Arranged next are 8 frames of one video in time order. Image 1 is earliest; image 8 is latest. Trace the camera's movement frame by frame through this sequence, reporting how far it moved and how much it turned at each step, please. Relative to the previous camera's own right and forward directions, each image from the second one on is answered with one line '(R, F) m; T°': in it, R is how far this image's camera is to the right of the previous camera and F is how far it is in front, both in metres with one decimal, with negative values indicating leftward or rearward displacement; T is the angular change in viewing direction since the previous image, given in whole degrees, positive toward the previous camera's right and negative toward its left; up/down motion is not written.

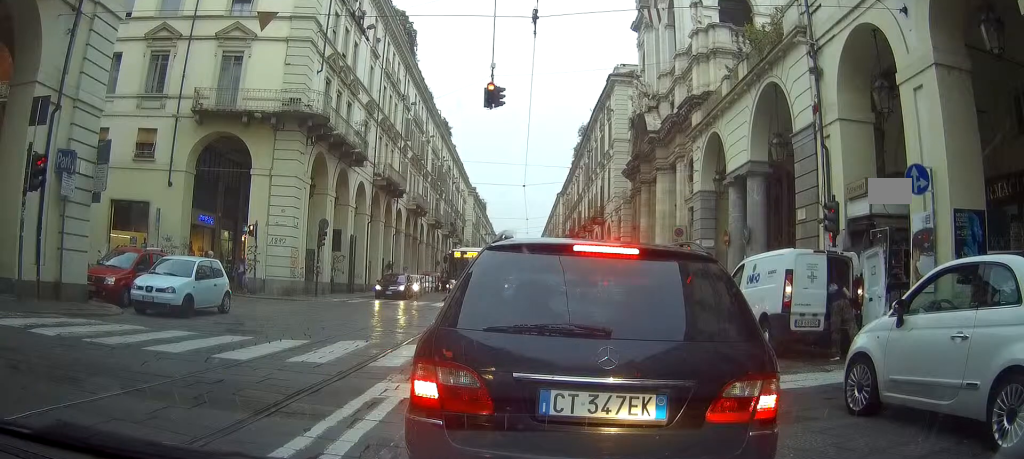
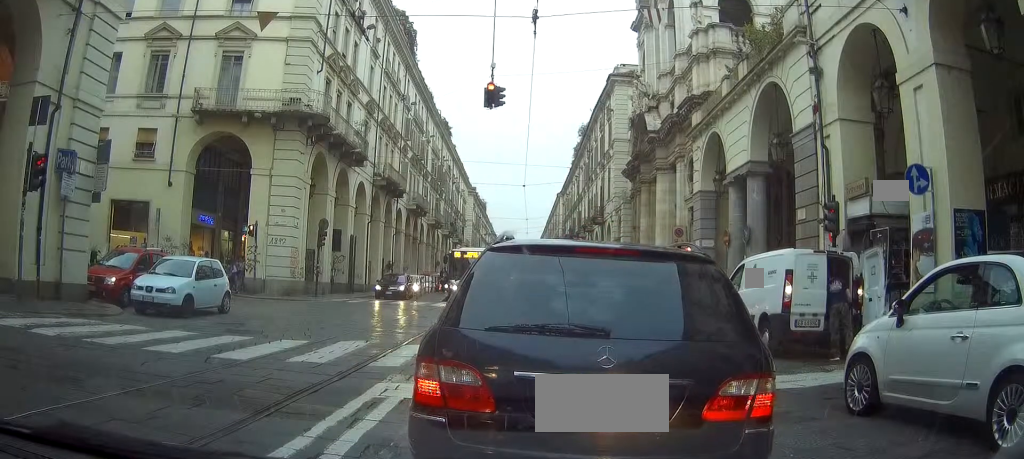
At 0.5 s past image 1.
(0.0, 0.0) m; 0°
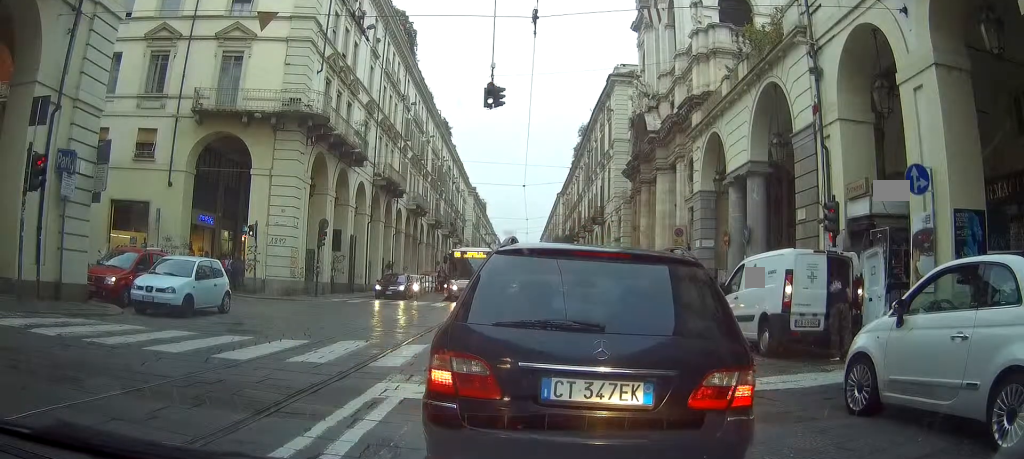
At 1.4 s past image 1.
(0.0, +0.2) m; 0°
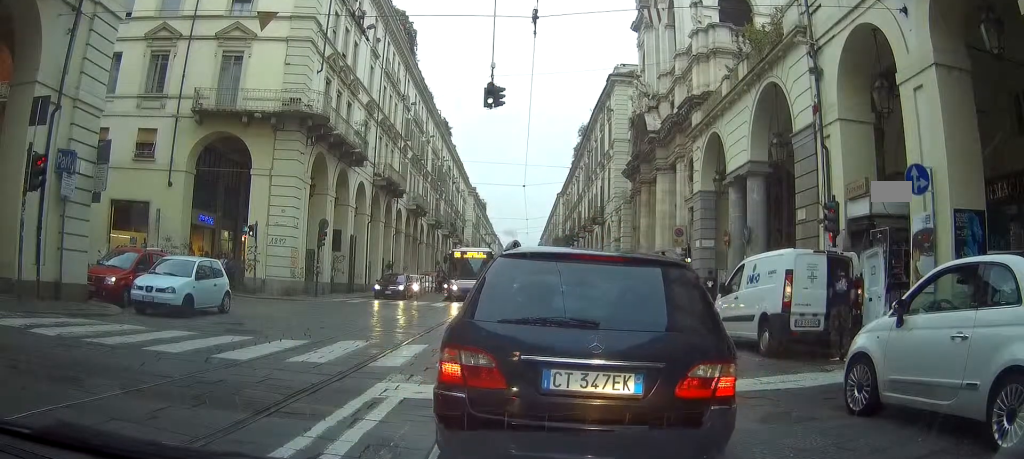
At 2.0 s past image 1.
(0.0, 0.0) m; 0°
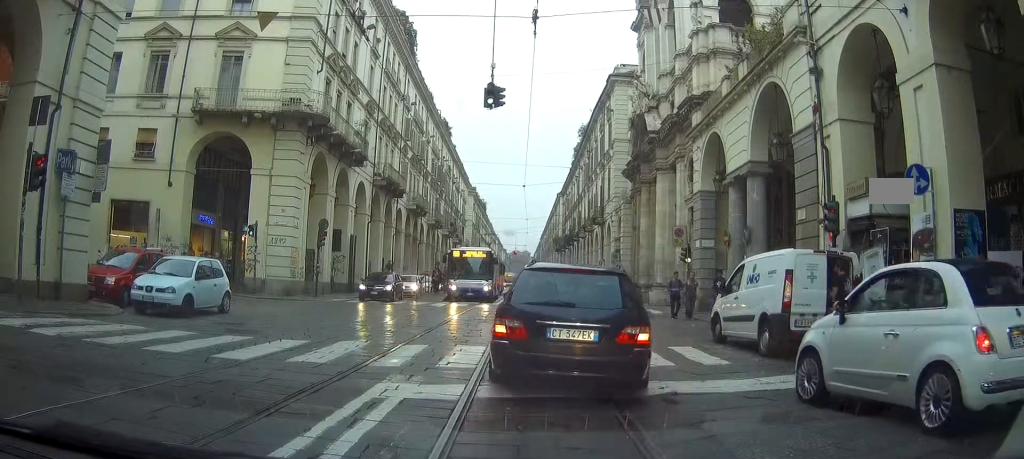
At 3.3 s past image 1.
(0.0, +0.3) m; 0°
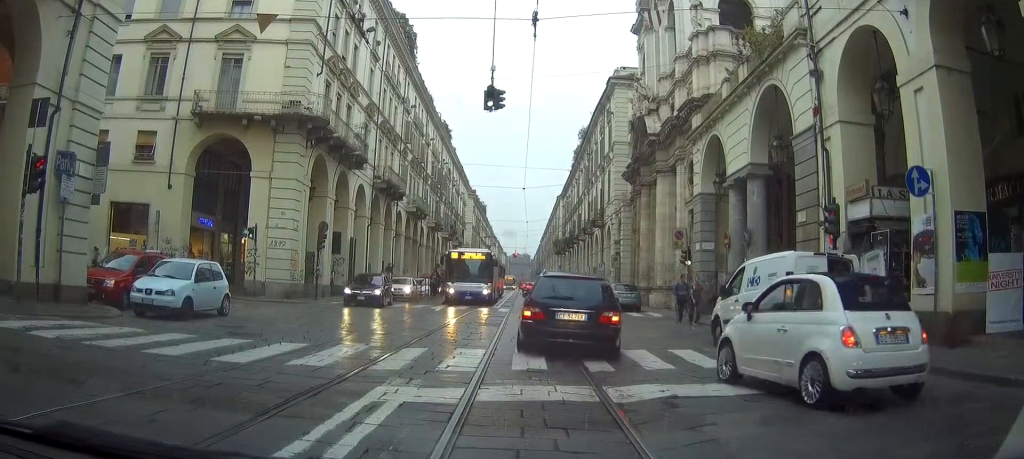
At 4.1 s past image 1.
(0.0, +0.4) m; -1°
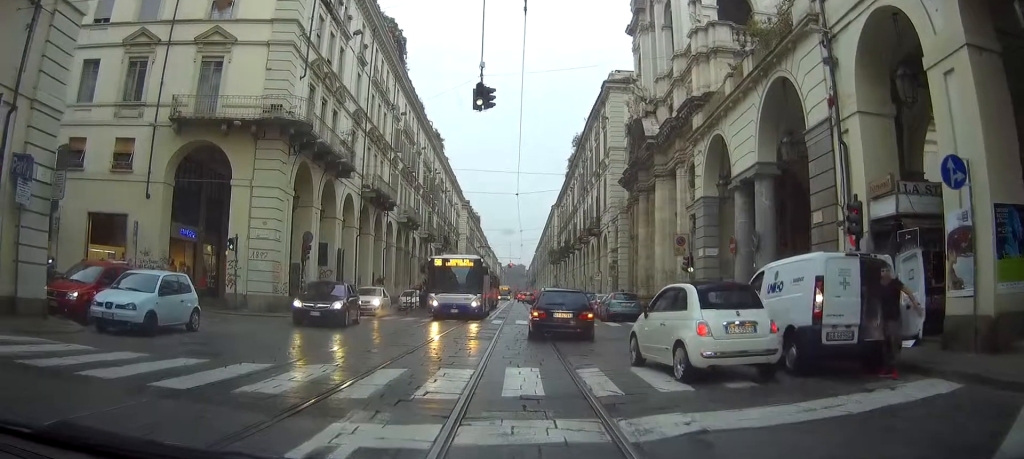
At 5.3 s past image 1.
(0.0, +2.0) m; -1°
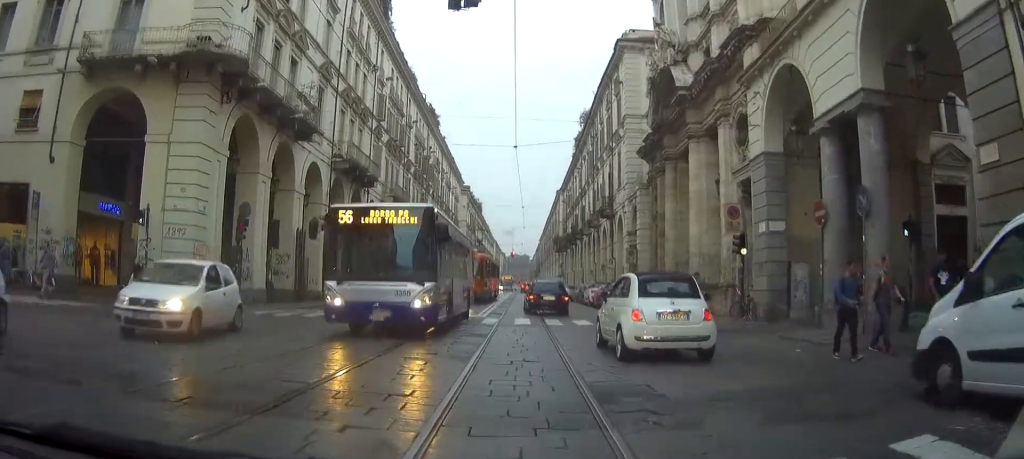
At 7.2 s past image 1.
(+0.2, +7.7) m; +4°
